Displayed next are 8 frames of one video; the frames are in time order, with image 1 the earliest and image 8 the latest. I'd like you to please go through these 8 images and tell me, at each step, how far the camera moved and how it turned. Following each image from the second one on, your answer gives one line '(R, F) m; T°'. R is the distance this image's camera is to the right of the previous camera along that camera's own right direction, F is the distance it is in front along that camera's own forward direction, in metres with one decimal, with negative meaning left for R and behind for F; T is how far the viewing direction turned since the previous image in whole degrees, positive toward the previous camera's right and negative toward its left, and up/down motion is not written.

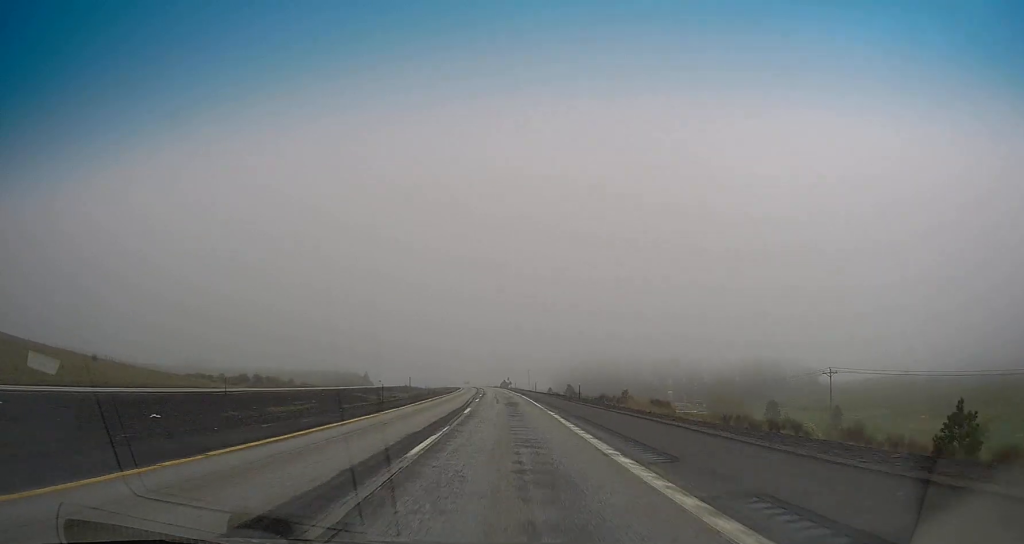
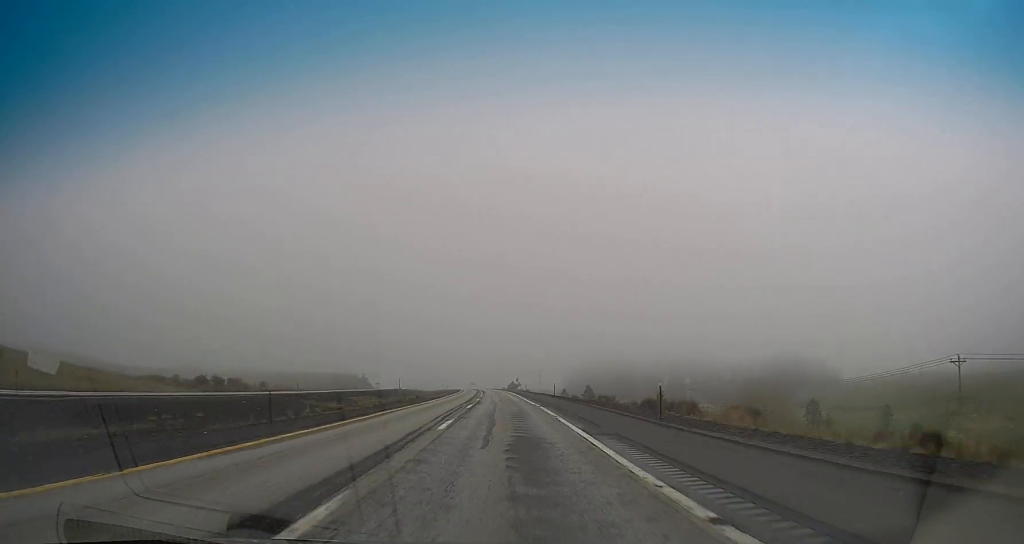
(+0.3, +25.4) m; 0°
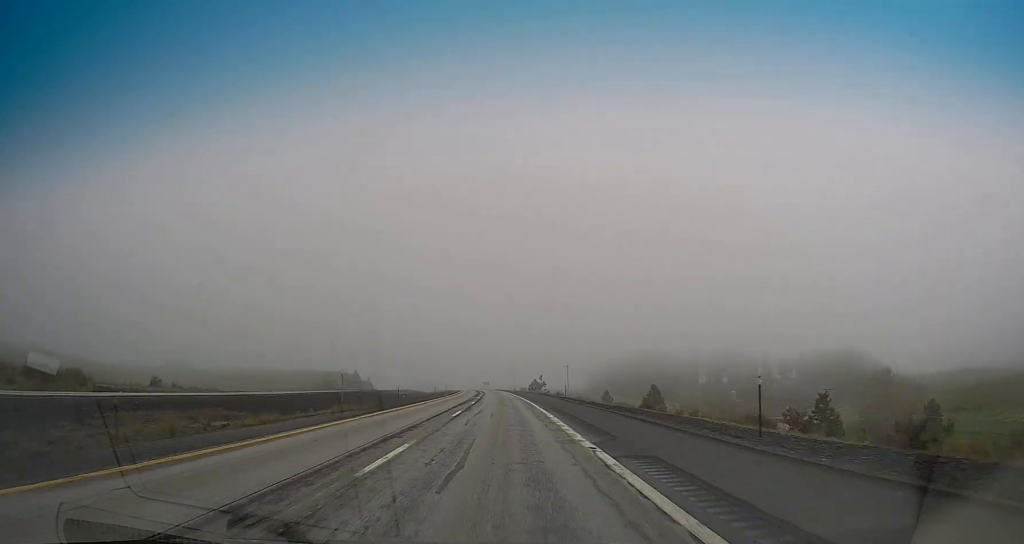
(-1.3, +55.7) m; -3°
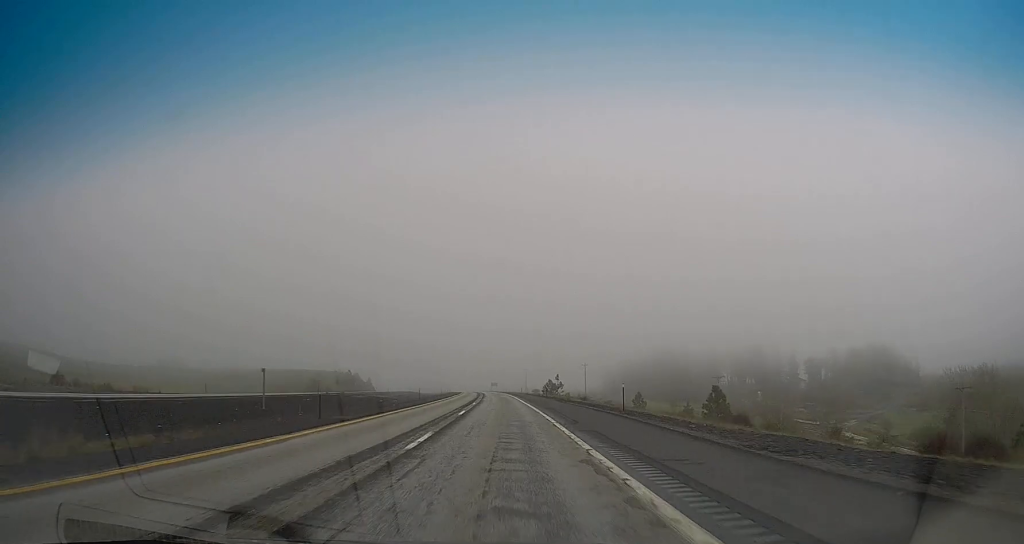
(-0.3, +27.4) m; -1°
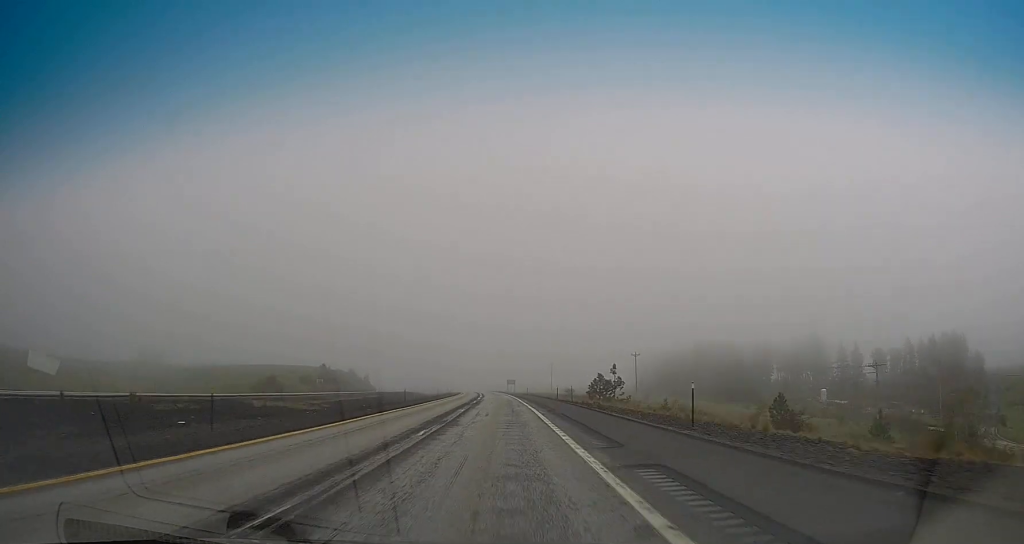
(-0.5, +58.5) m; -1°
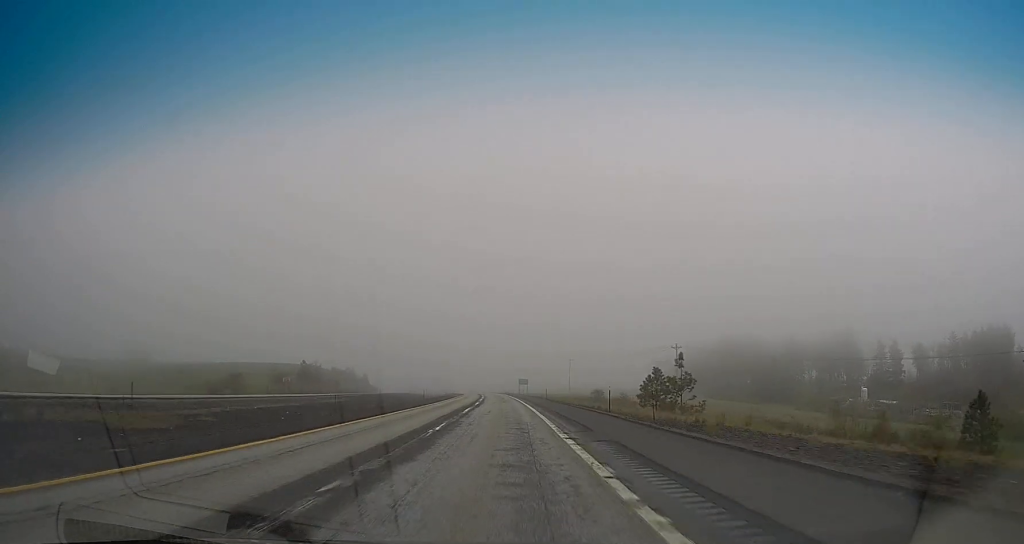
(-0.1, +29.3) m; -1°
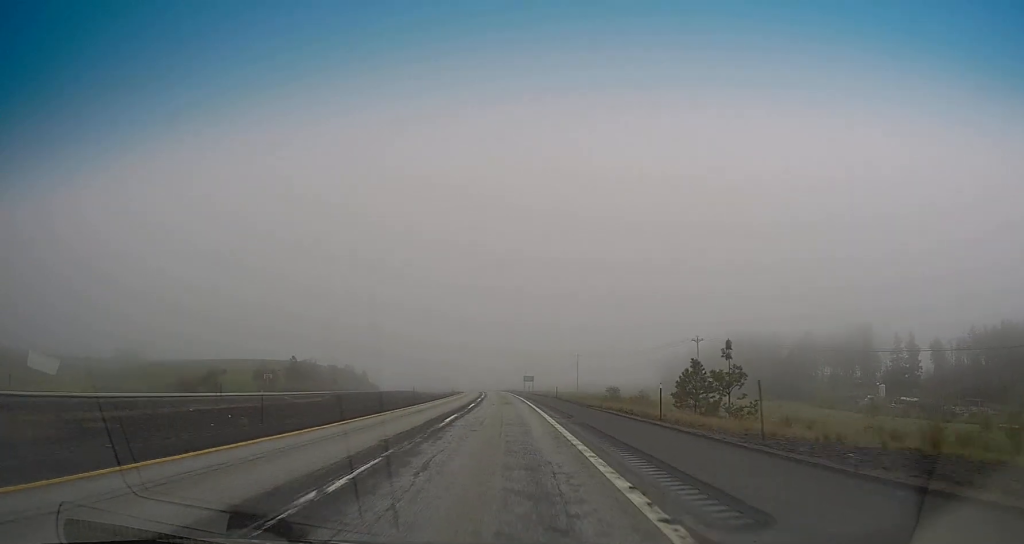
(0.0, +11.7) m; -1°
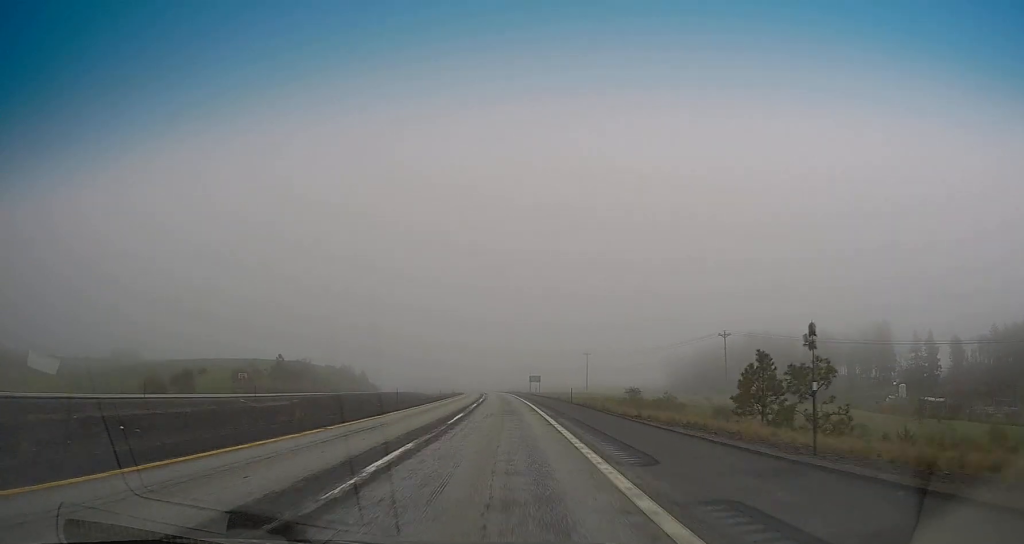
(-0.2, +12.7) m; -1°
